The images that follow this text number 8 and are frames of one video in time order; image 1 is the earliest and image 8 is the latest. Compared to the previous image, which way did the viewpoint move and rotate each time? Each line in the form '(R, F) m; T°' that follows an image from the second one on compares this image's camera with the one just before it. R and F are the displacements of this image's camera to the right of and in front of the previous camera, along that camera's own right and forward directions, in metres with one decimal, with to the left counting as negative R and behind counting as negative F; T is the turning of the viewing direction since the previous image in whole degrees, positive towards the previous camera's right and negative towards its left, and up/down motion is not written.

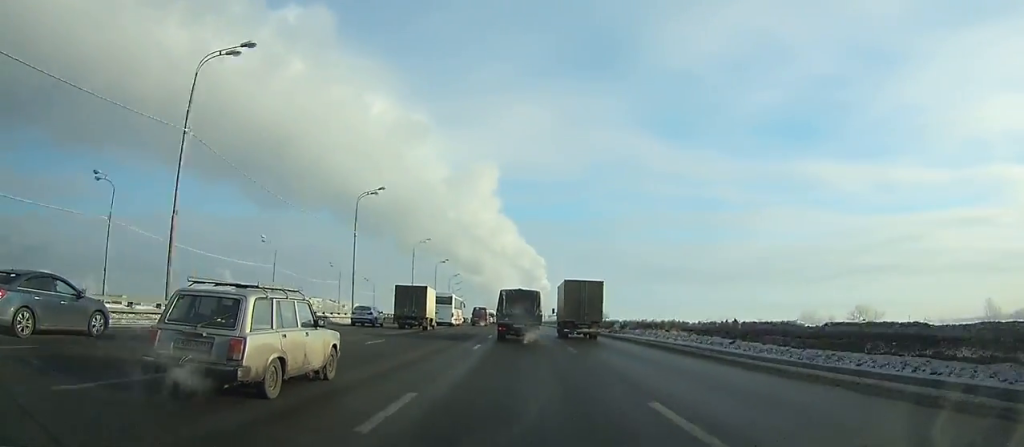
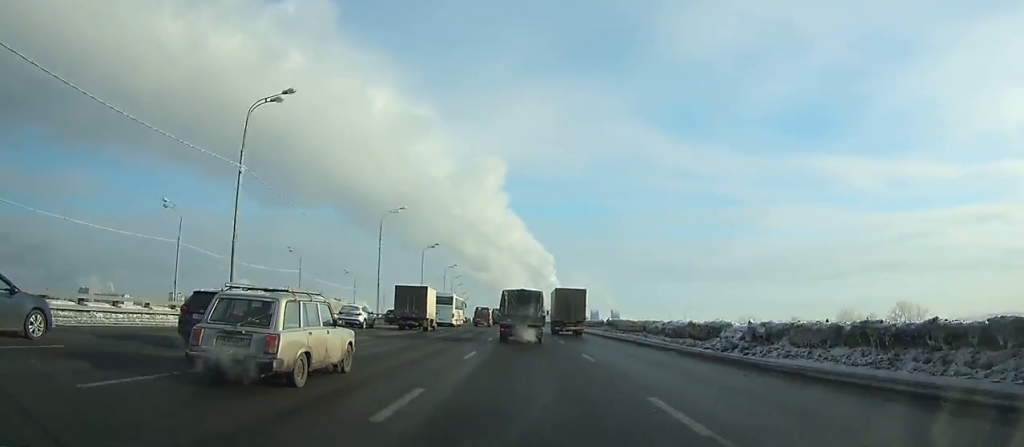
(-0.1, +24.4) m; -1°
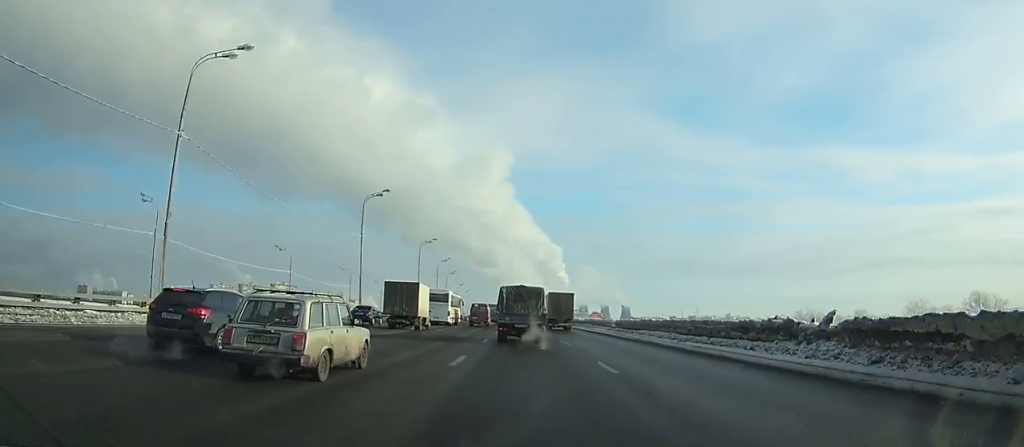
(-0.5, +38.9) m; -1°
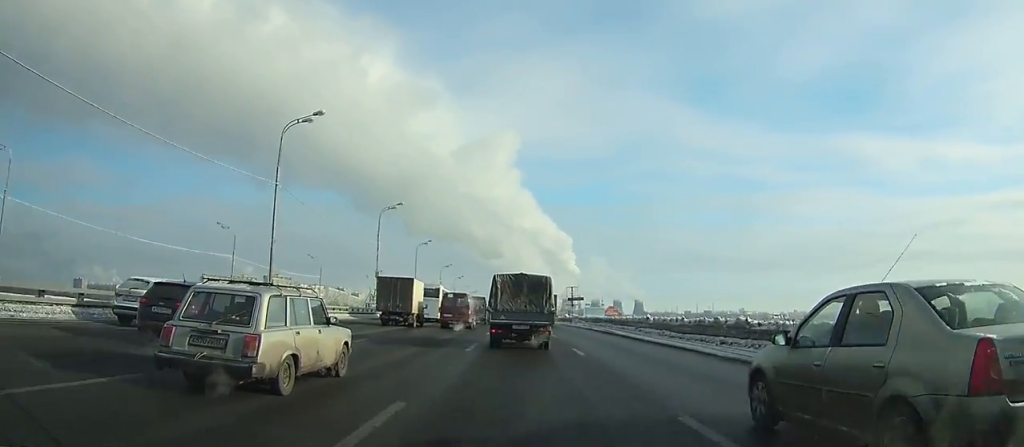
(-0.5, +53.1) m; -1°
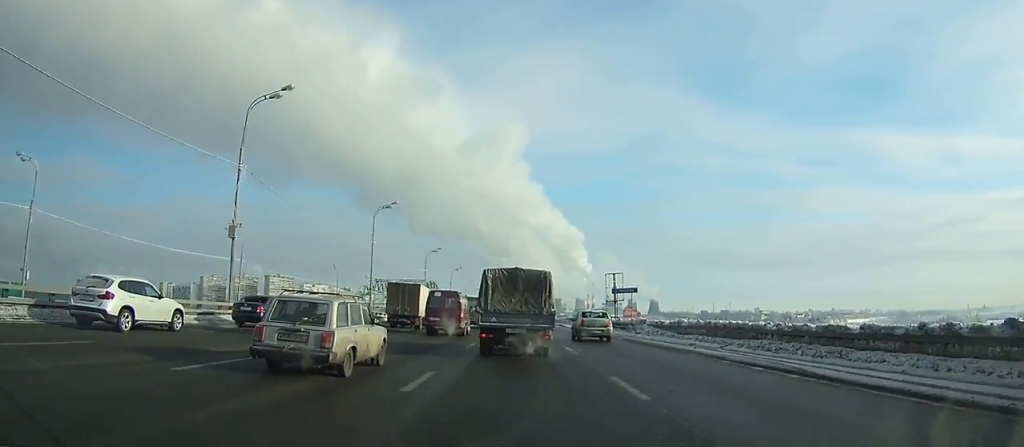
(-0.4, +36.5) m; -1°
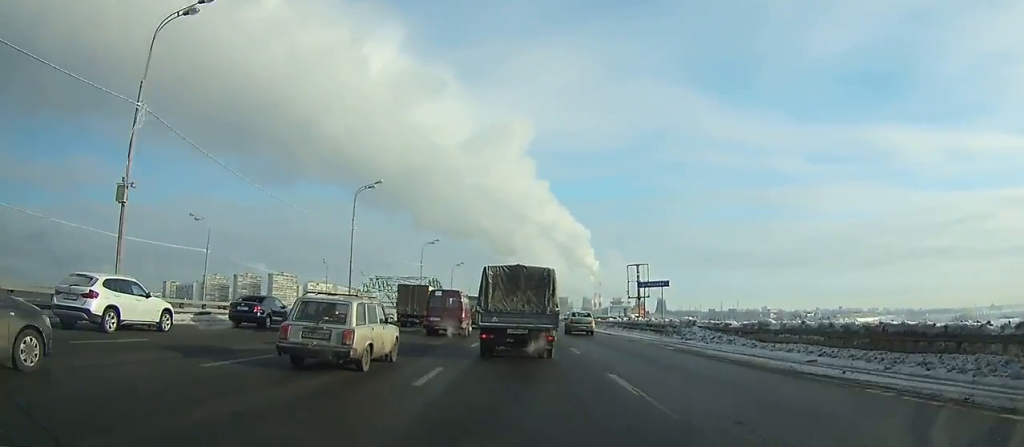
(0.0, +9.4) m; -1°
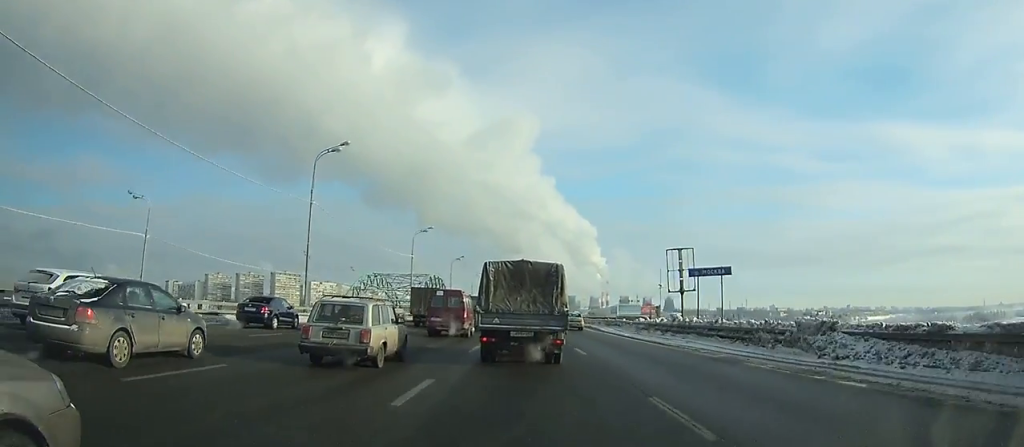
(-0.1, +11.8) m; -1°
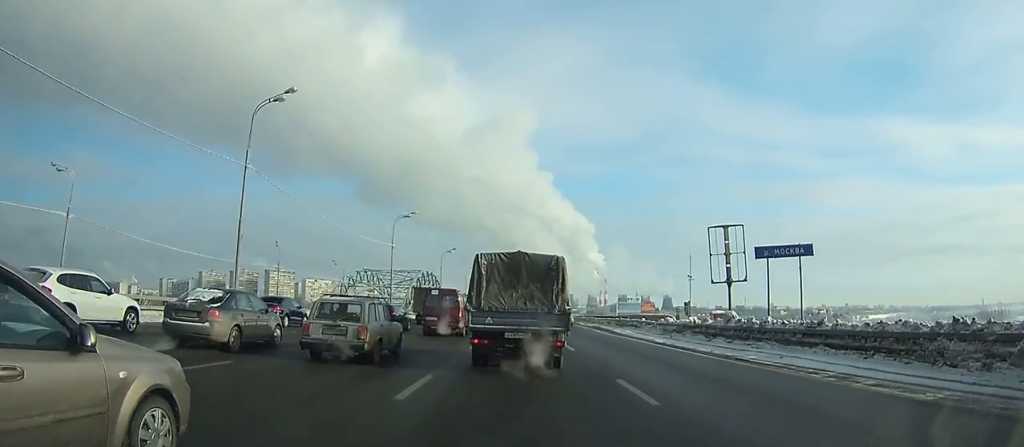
(-0.1, +8.8) m; -1°
